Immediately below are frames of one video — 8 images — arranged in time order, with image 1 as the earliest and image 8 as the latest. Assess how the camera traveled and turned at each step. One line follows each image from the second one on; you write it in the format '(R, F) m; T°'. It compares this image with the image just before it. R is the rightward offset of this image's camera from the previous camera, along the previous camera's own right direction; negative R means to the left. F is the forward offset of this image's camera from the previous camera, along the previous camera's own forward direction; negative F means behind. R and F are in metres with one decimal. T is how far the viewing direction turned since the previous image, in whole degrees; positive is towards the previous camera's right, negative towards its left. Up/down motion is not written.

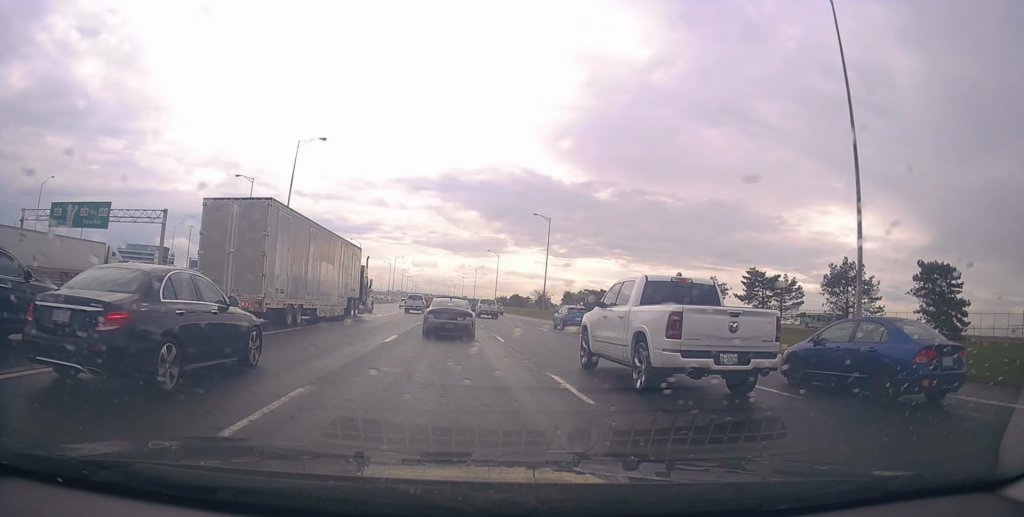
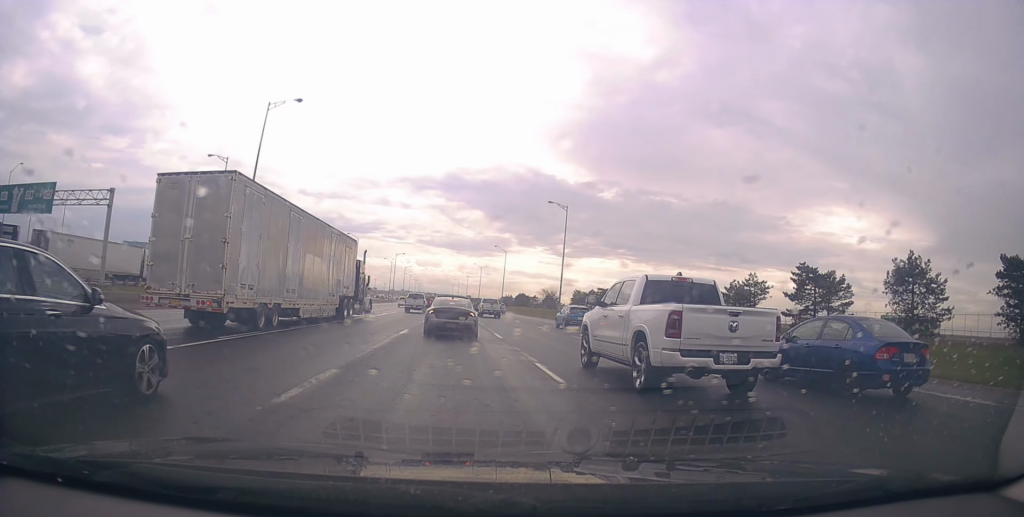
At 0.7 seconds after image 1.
(+0.1, +10.6) m; 0°
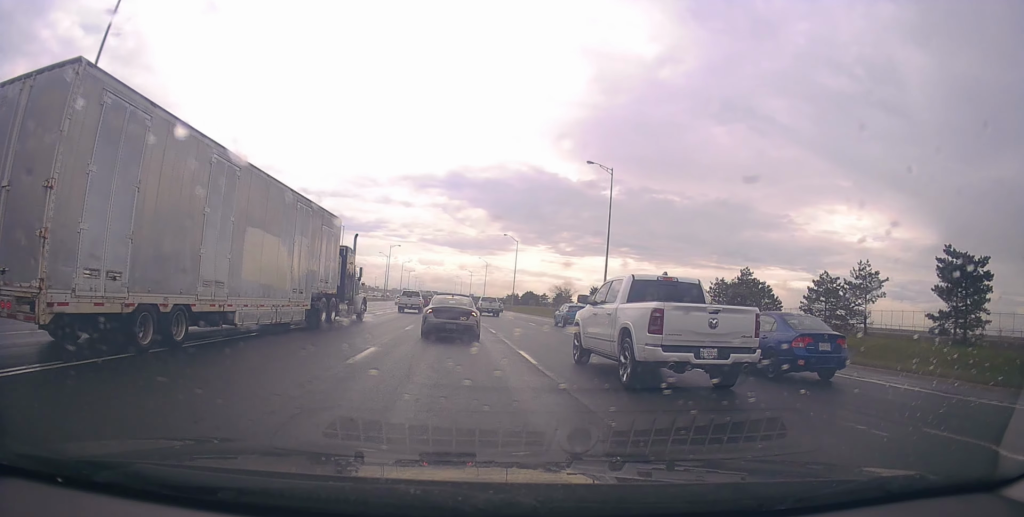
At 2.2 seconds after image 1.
(-0.2, +22.0) m; -1°
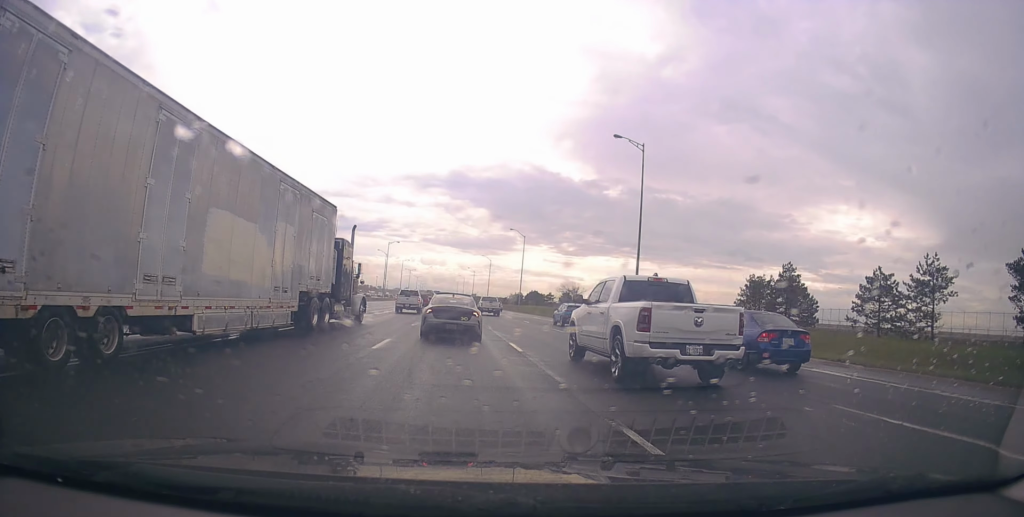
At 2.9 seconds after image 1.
(-0.1, +9.5) m; 0°
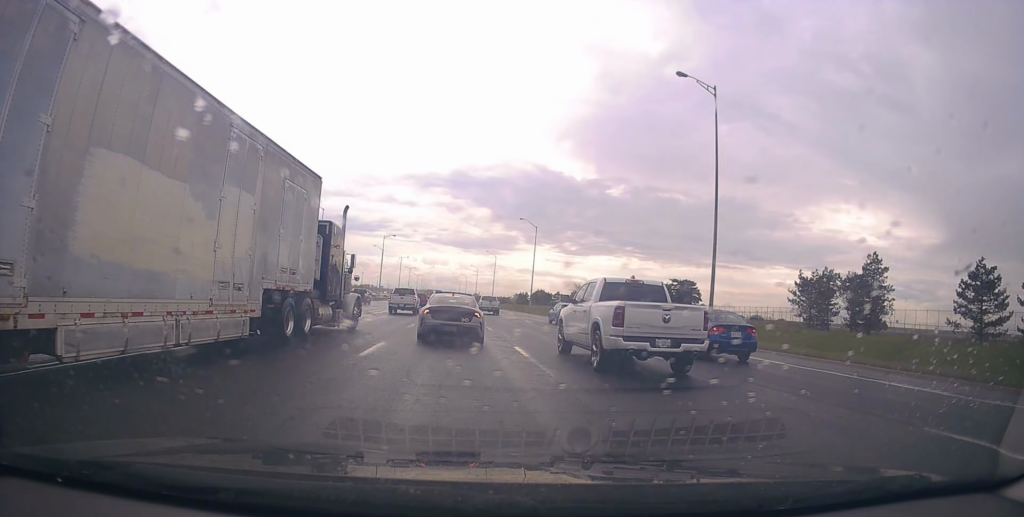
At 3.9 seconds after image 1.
(+0.1, +14.0) m; +1°
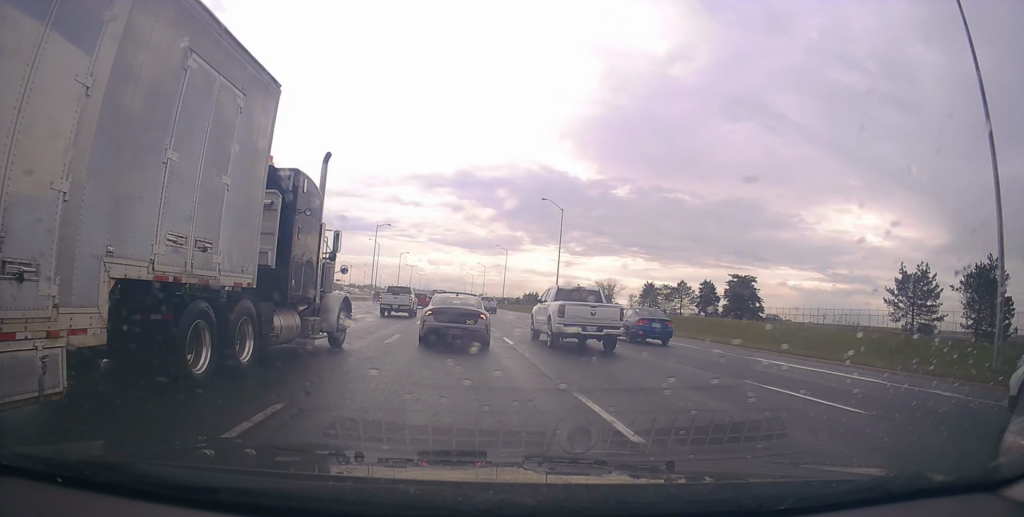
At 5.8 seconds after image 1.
(-0.2, +21.1) m; -2°
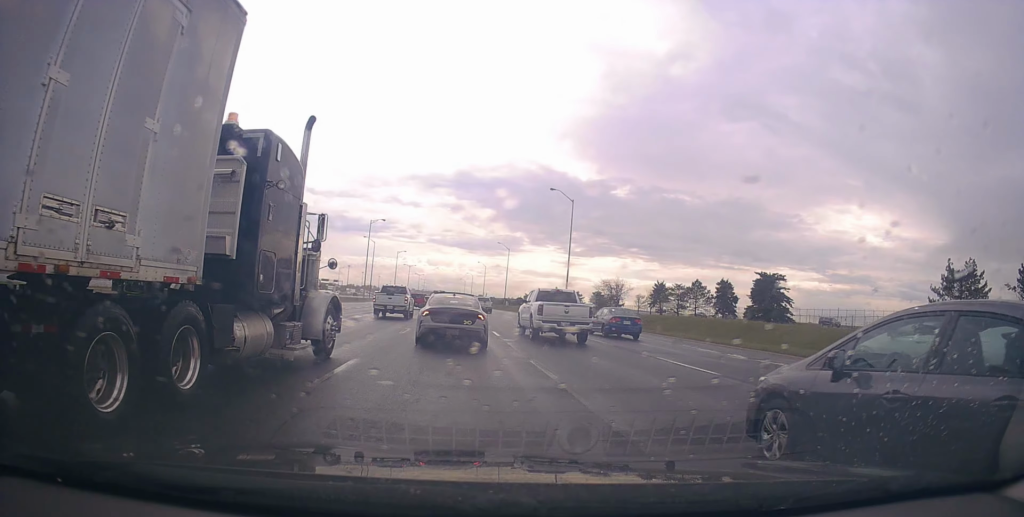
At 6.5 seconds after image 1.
(0.0, +7.9) m; +1°
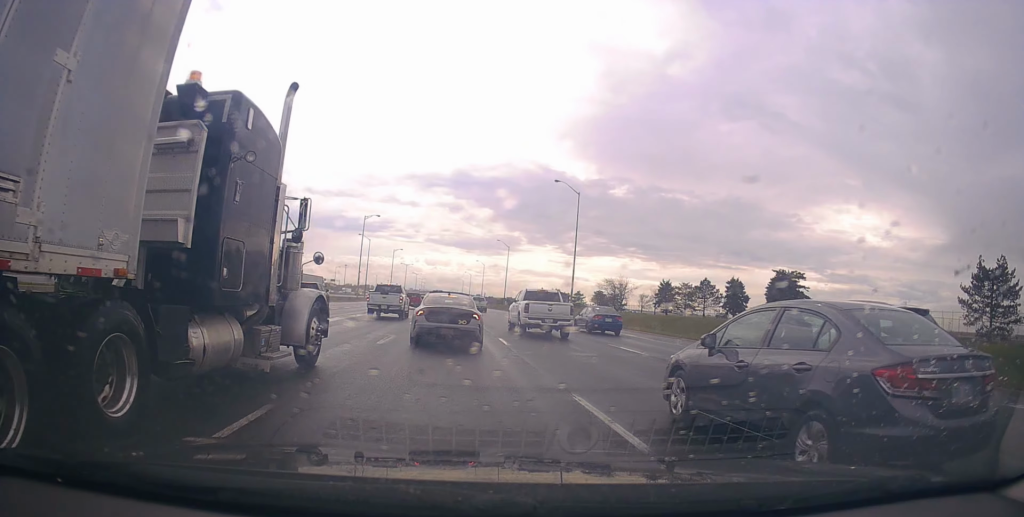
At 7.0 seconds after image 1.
(+0.1, +5.1) m; +1°
